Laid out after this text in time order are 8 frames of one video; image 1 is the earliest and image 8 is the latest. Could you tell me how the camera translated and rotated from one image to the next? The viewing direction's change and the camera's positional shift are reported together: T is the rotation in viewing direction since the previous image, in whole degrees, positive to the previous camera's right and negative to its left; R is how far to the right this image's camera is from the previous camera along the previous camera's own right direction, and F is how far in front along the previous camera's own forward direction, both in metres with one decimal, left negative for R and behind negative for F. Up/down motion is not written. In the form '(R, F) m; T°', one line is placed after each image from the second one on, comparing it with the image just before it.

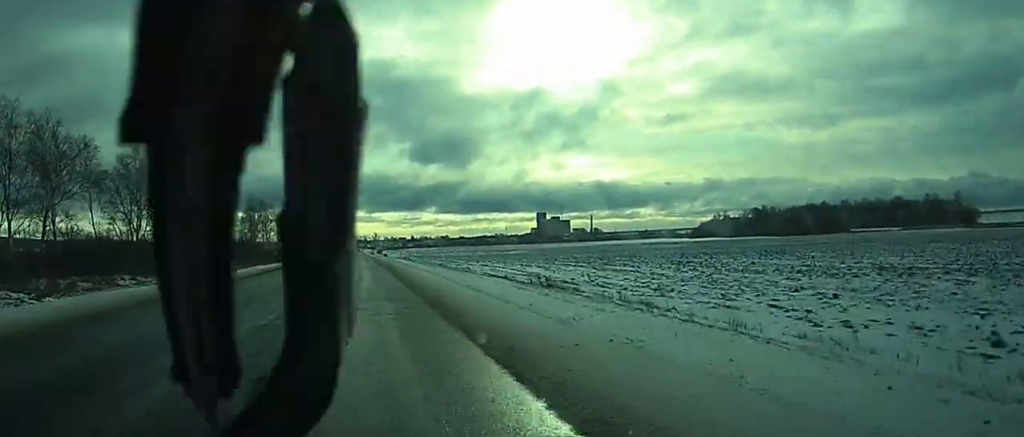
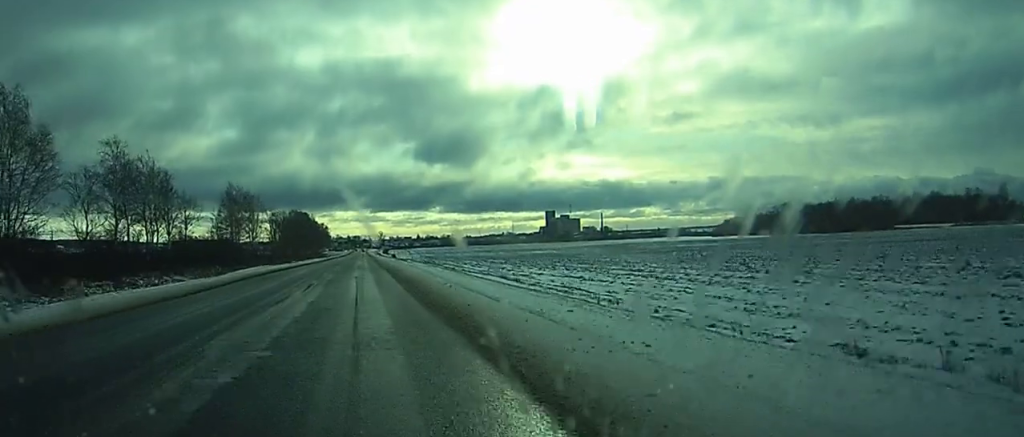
(+0.1, +44.8) m; 0°
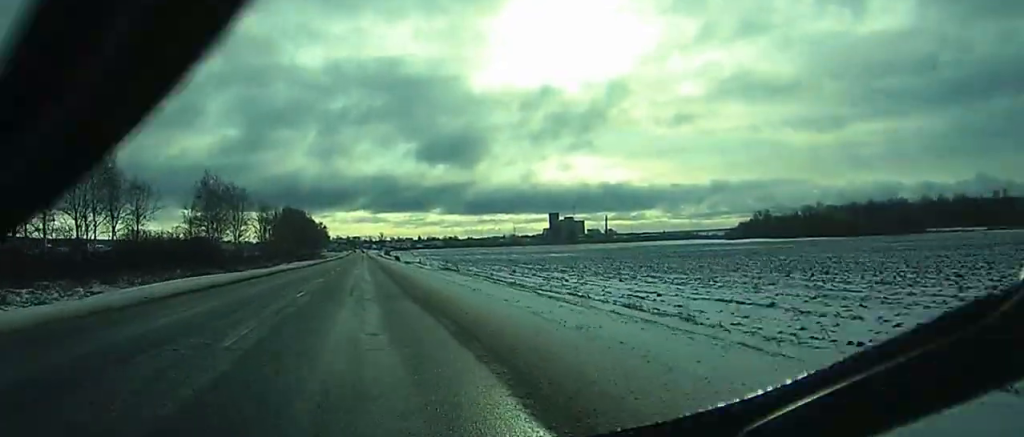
(-0.1, +29.9) m; 0°
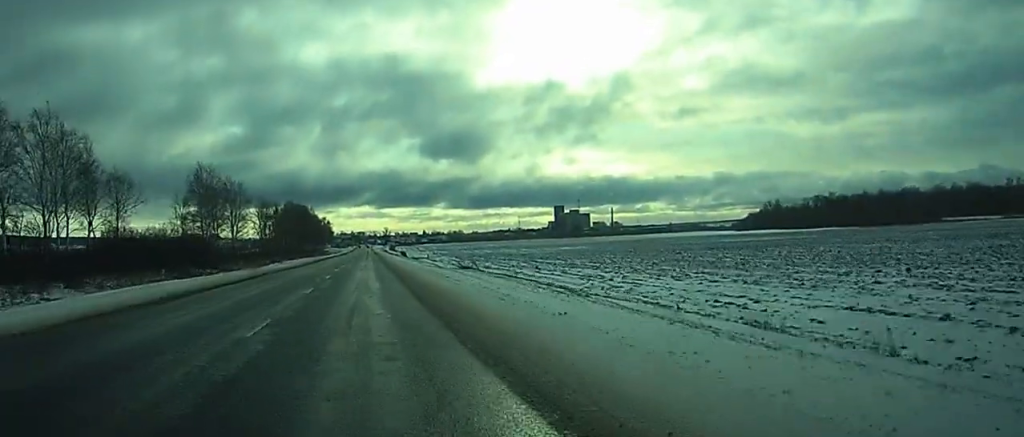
(-0.1, +10.5) m; 0°
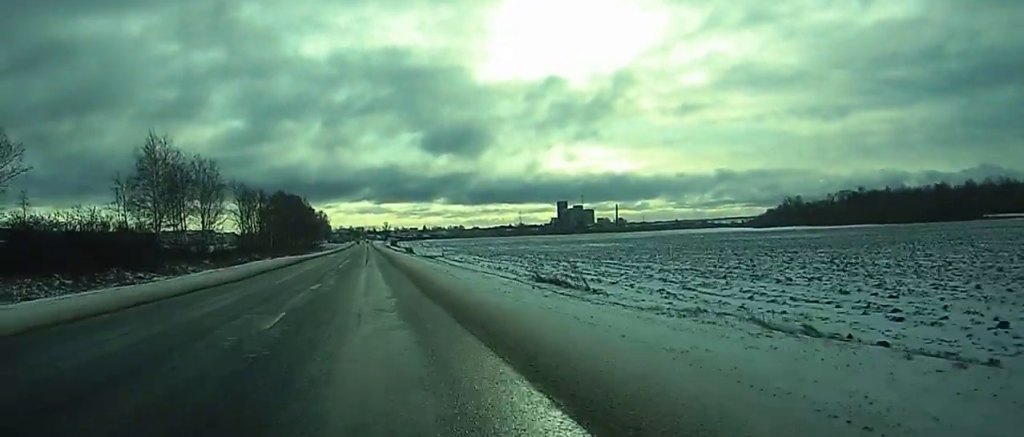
(-0.1, +35.0) m; 0°
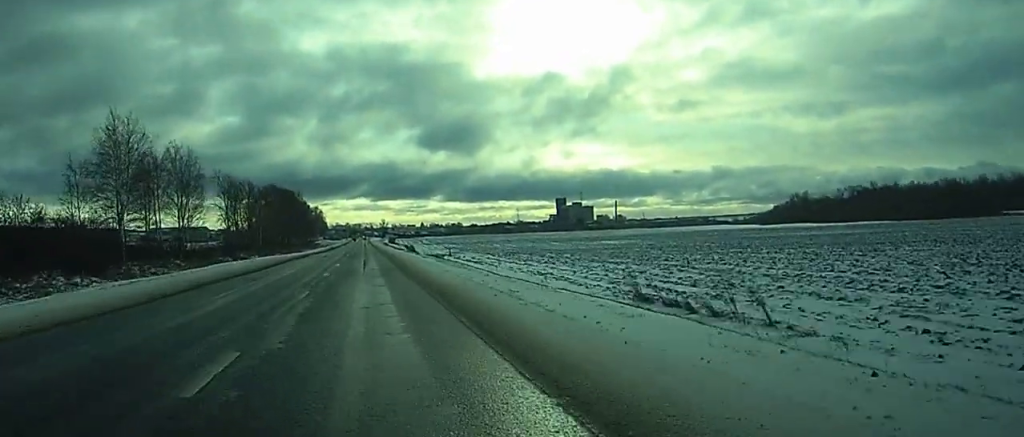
(-0.1, +17.4) m; 0°
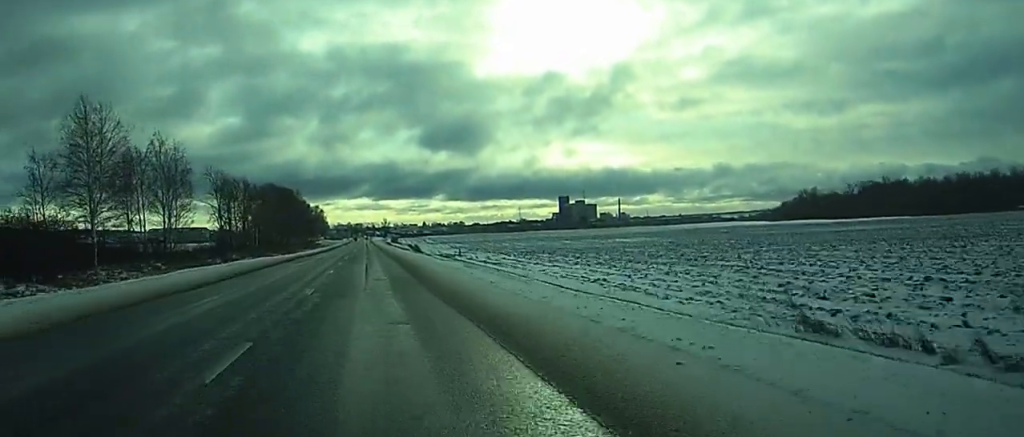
(-0.1, +11.3) m; 0°
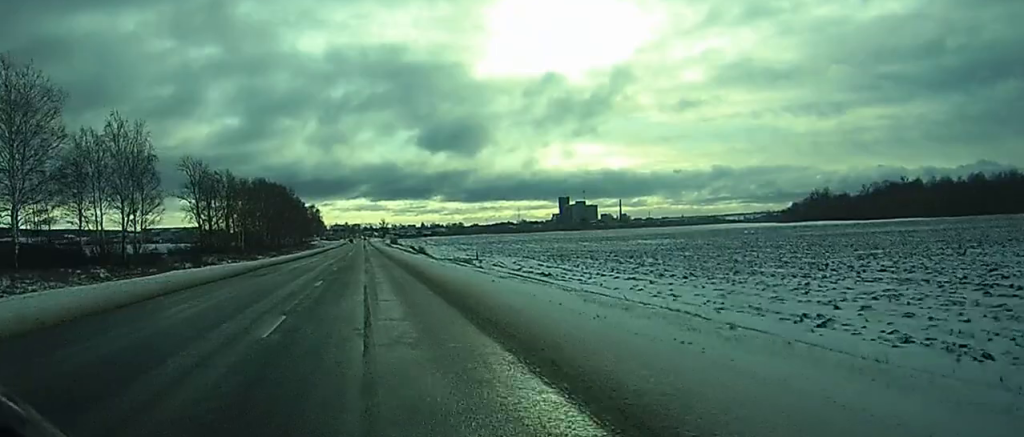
(+0.1, +20.7) m; 0°
